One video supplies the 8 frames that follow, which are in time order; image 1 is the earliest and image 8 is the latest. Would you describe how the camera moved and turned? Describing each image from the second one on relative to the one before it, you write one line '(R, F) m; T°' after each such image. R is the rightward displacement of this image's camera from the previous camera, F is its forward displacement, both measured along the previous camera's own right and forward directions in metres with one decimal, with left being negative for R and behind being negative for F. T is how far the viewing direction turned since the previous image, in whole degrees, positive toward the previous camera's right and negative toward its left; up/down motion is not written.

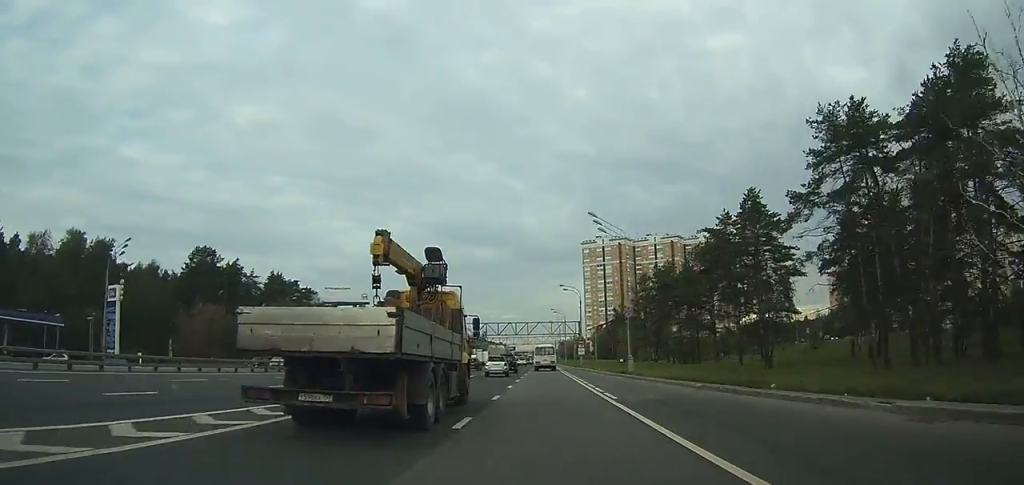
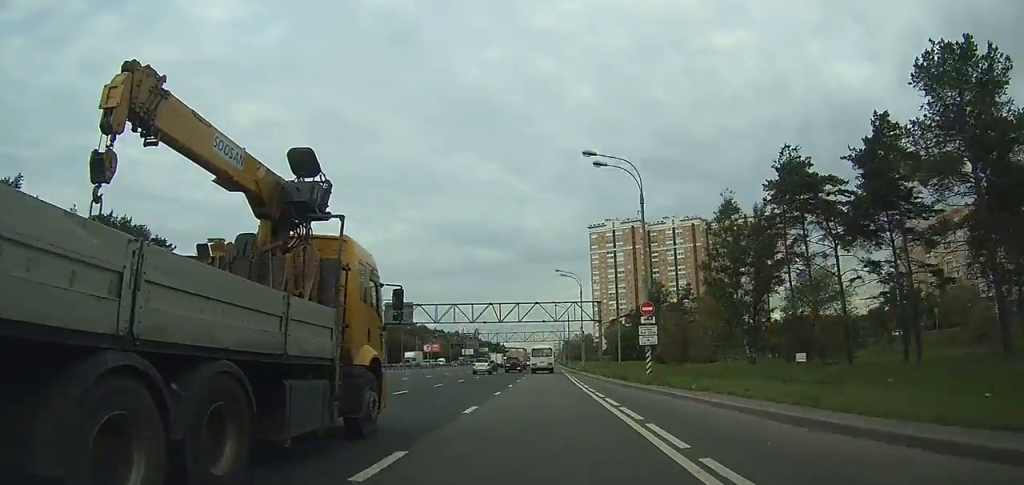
(-0.9, +54.9) m; -1°
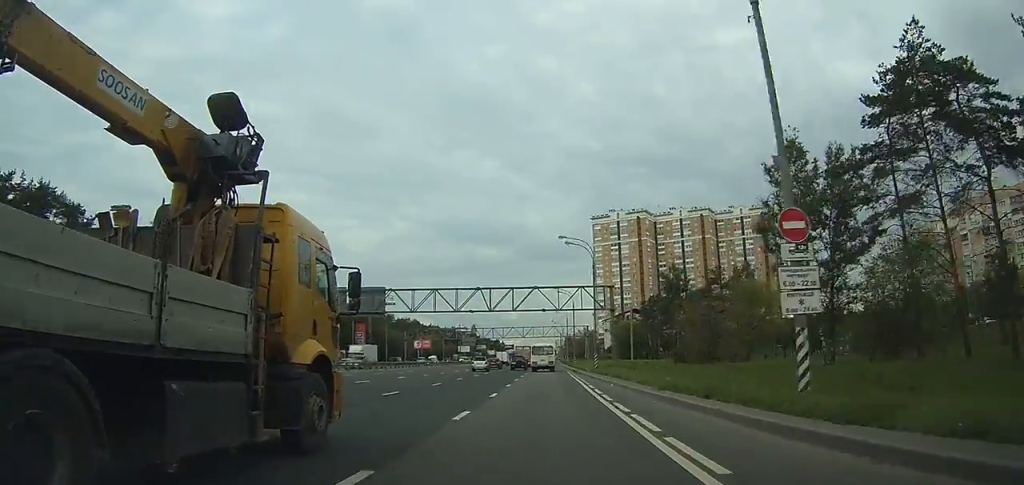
(0.0, +17.2) m; 0°
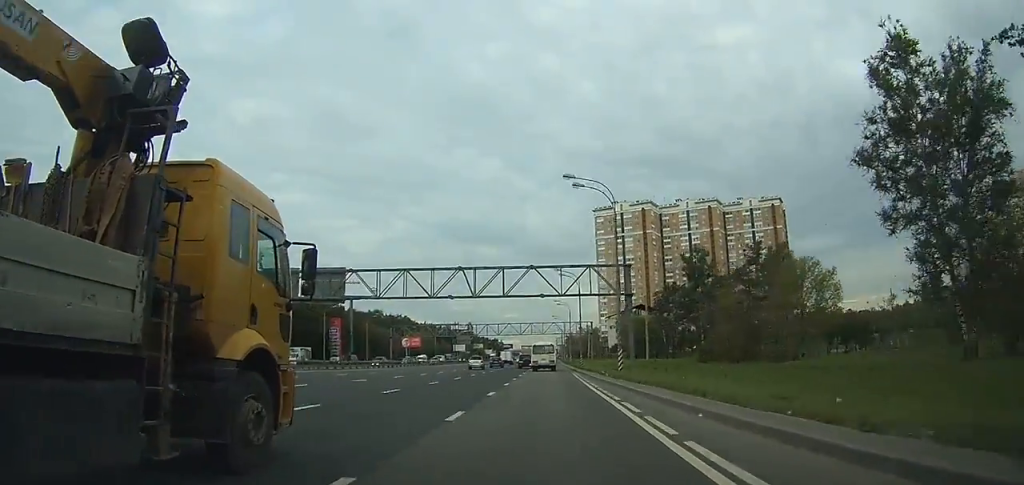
(0.0, +16.2) m; 0°
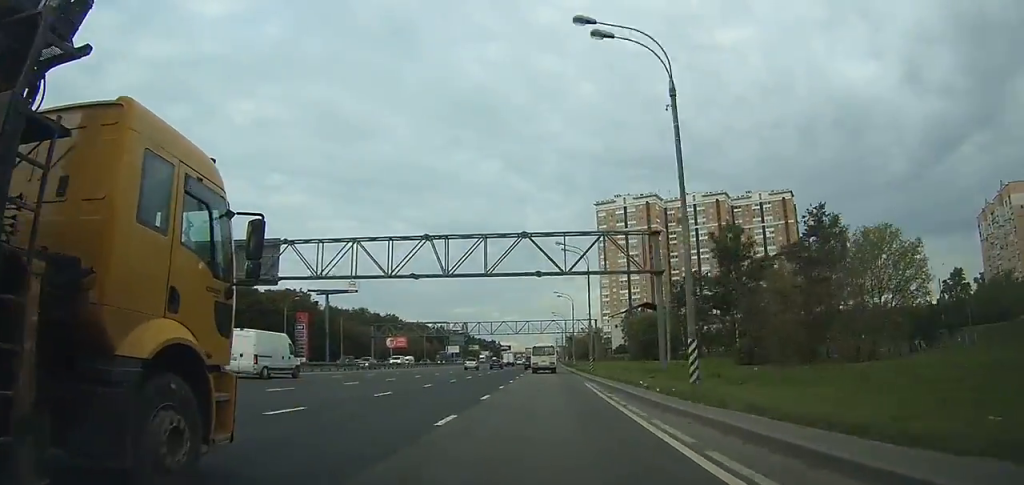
(0.0, +16.6) m; 0°
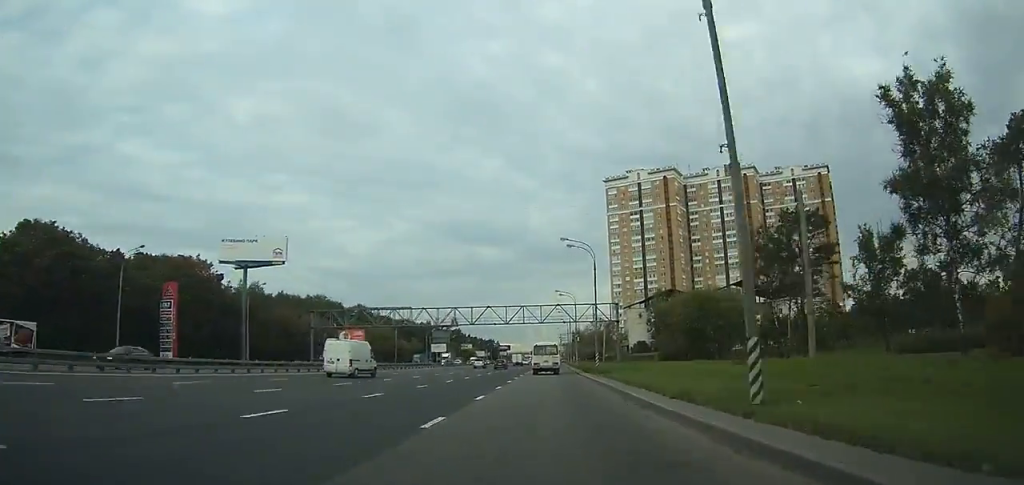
(-0.1, +42.2) m; 0°
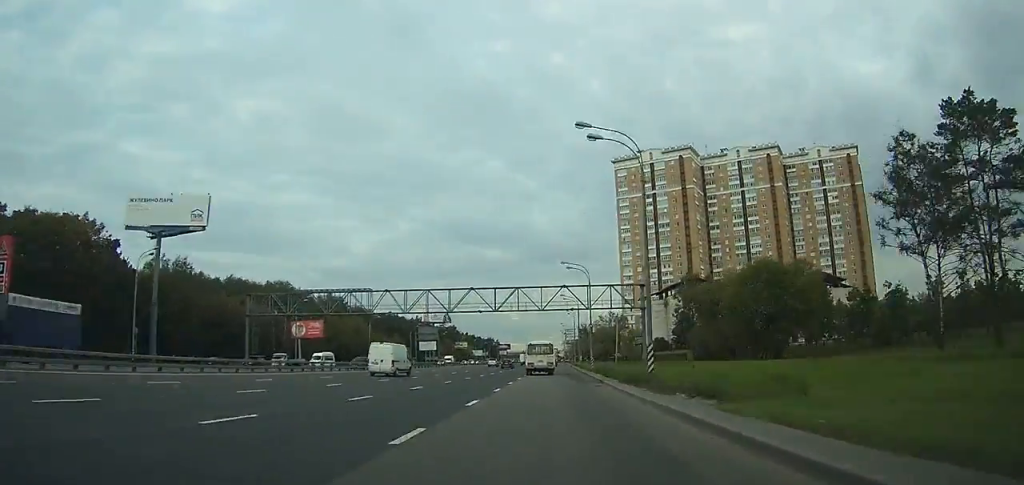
(0.0, +26.7) m; 0°
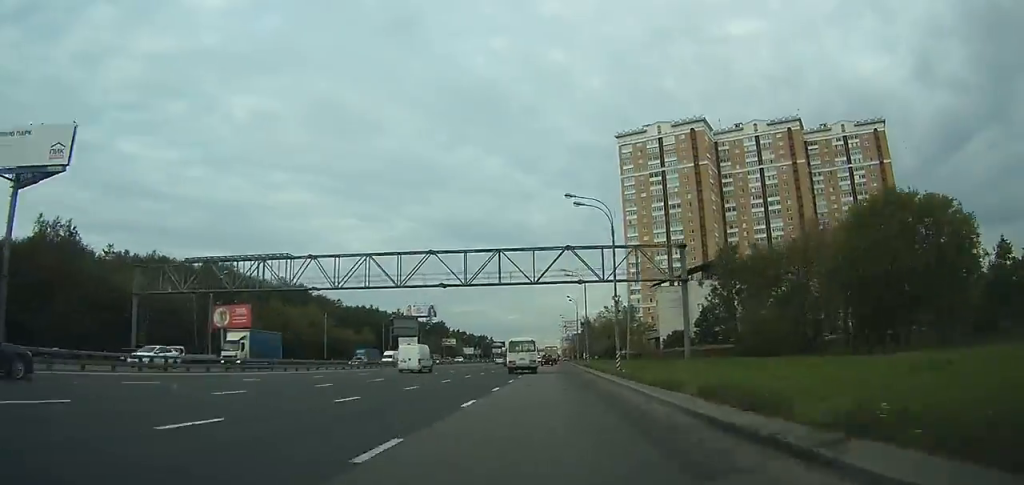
(0.0, +25.9) m; 0°
